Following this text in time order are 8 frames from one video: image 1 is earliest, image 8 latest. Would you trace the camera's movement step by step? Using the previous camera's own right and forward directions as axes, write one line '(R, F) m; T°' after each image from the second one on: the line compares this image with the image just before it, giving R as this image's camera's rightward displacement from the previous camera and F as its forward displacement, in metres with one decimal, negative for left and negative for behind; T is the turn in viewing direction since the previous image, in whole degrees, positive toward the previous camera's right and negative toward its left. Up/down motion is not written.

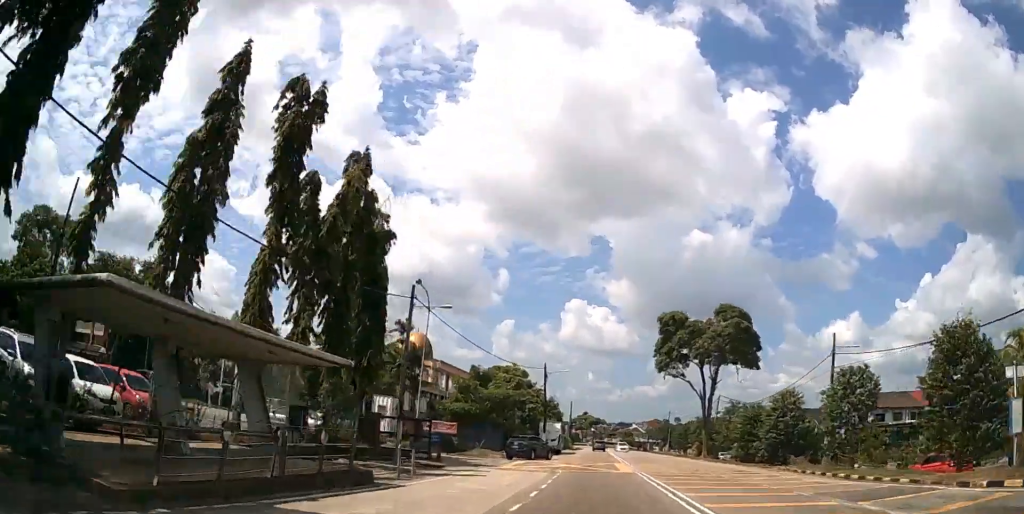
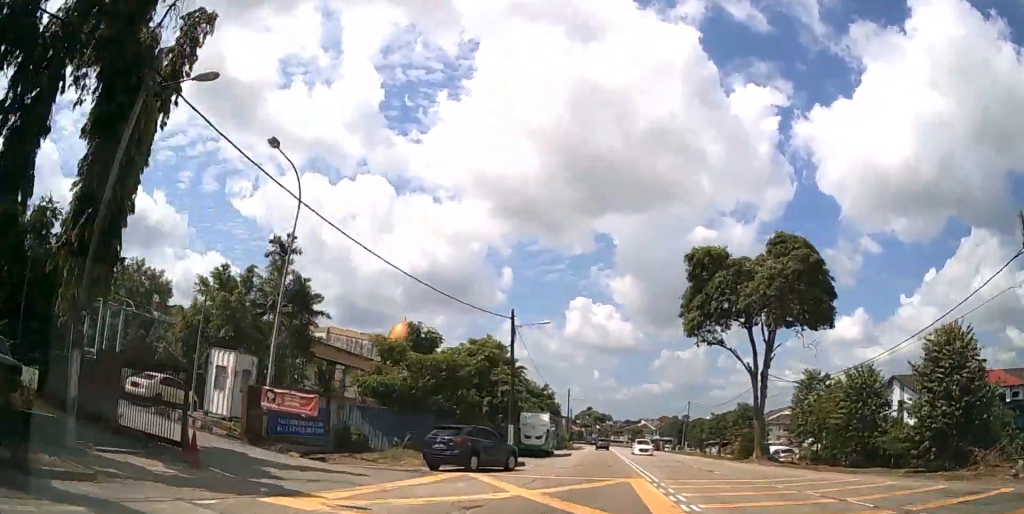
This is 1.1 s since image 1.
(0.0, +17.9) m; 0°
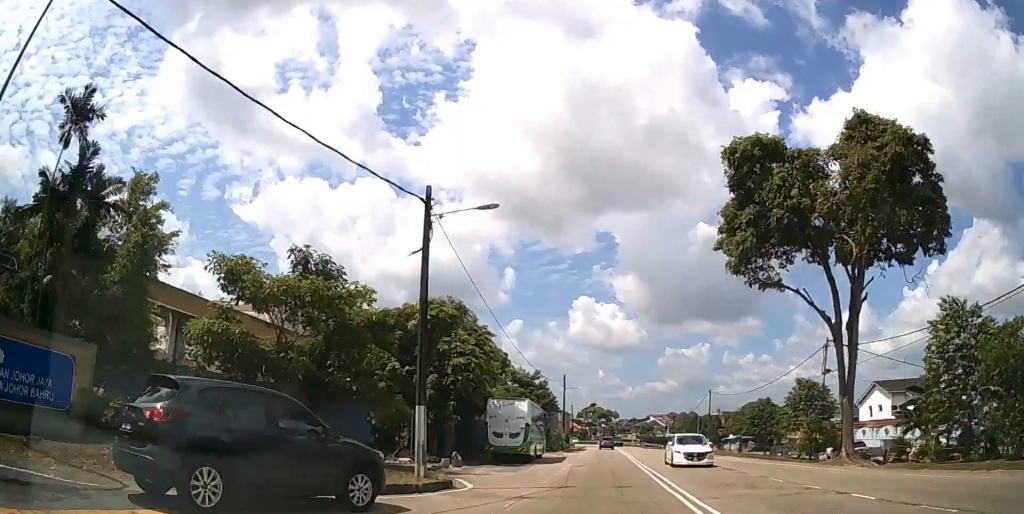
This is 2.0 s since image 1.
(0.0, +13.7) m; -1°
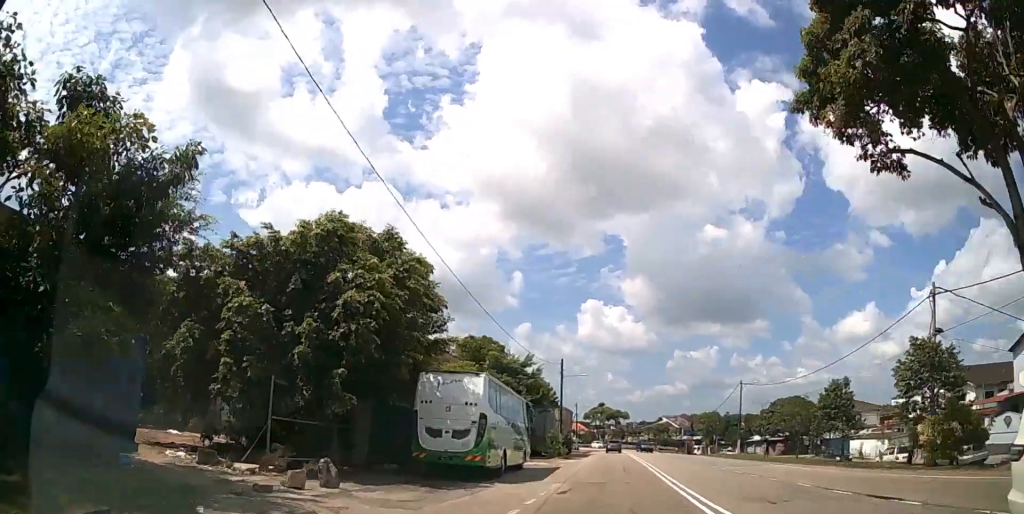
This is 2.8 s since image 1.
(-0.1, +12.5) m; -1°
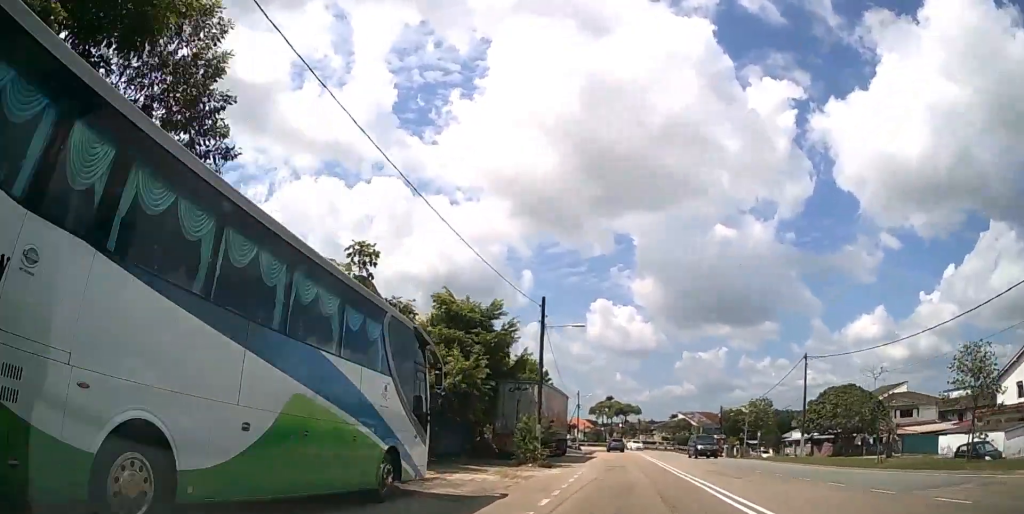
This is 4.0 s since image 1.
(-0.2, +17.8) m; -1°
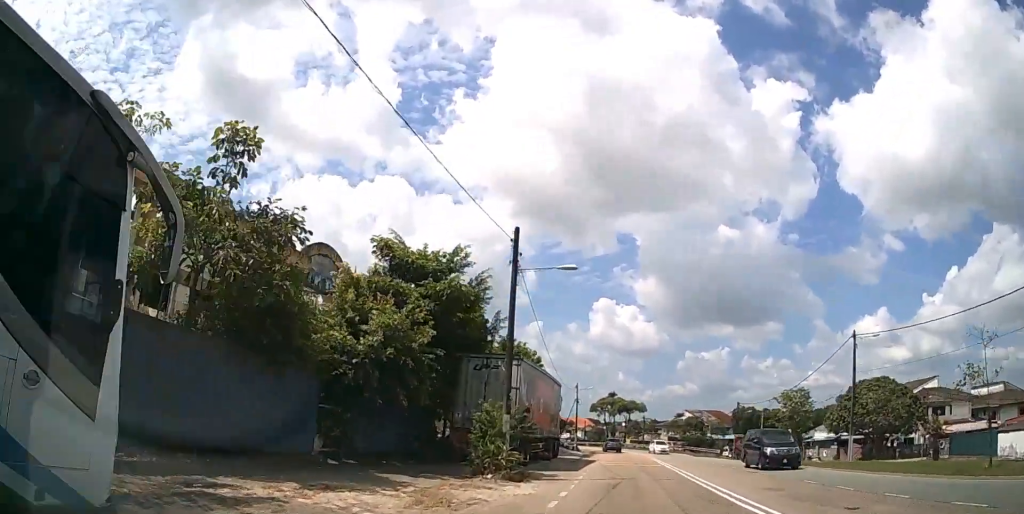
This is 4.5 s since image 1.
(0.0, +7.9) m; 0°
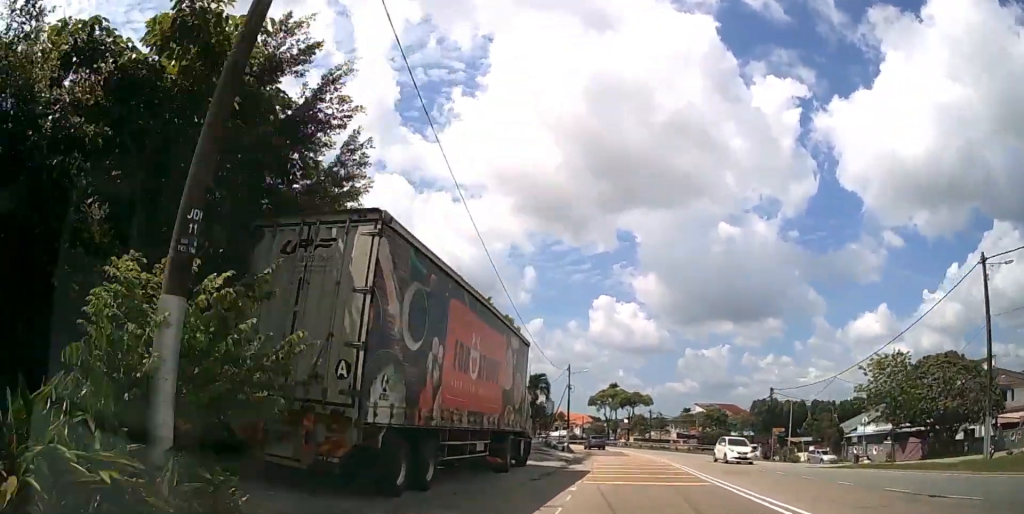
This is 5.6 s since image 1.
(-0.1, +13.3) m; -2°
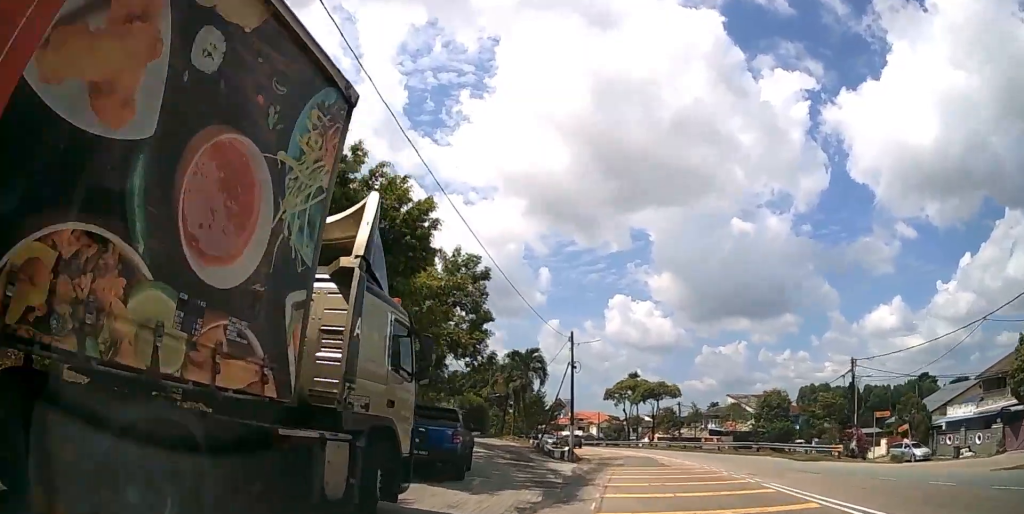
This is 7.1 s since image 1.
(-0.5, +14.7) m; -4°
